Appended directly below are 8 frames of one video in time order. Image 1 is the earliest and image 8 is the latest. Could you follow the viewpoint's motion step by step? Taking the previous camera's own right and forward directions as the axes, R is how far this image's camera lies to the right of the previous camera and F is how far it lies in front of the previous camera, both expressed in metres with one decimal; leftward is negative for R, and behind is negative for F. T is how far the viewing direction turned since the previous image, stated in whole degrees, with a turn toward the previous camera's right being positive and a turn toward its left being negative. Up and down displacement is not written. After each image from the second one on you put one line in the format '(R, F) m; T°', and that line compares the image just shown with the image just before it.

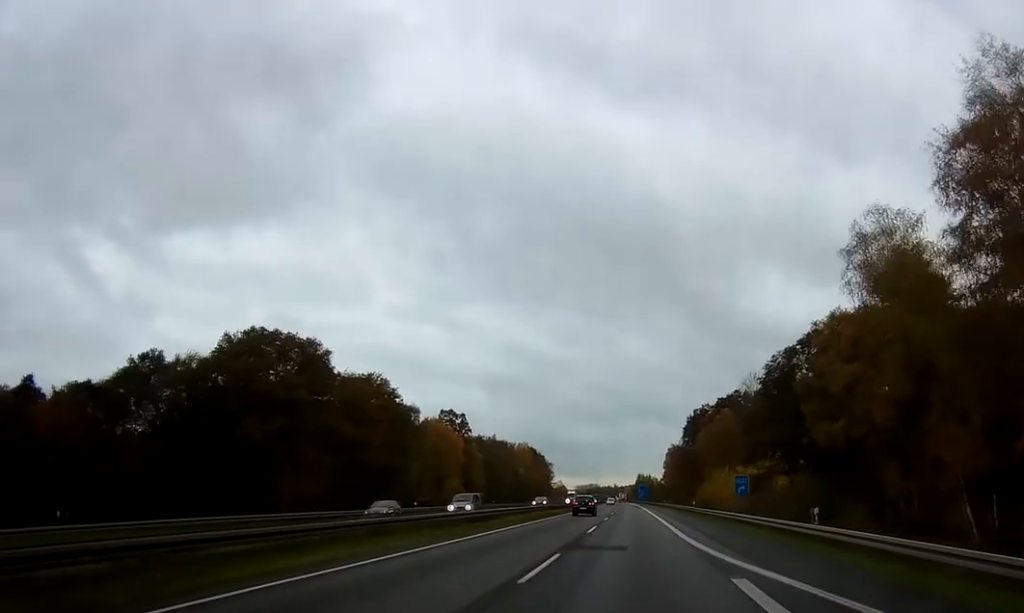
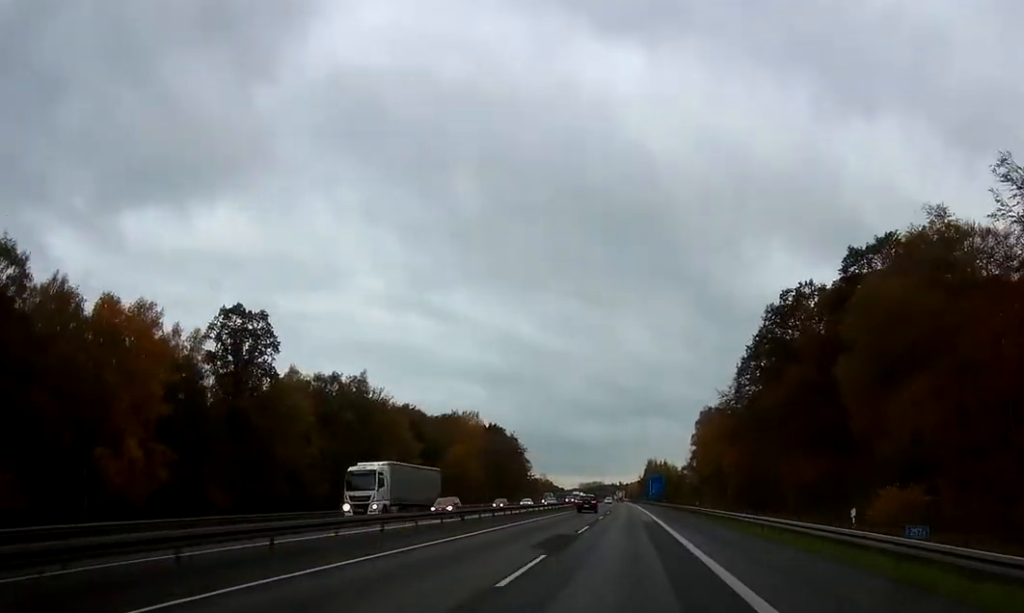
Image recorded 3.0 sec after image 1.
(-0.4, +109.3) m; 0°
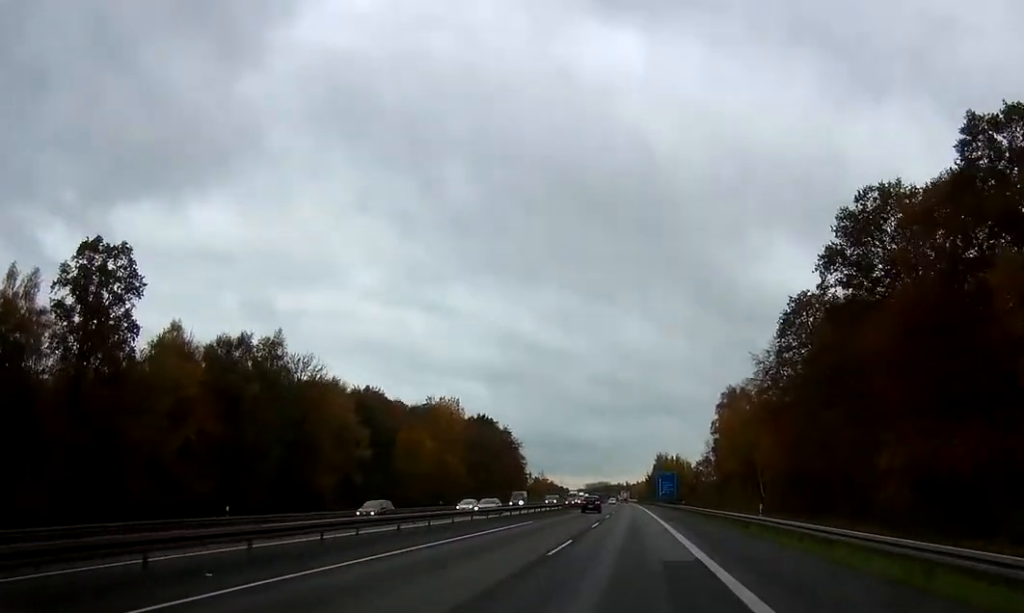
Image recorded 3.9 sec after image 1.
(-0.1, +29.3) m; 0°
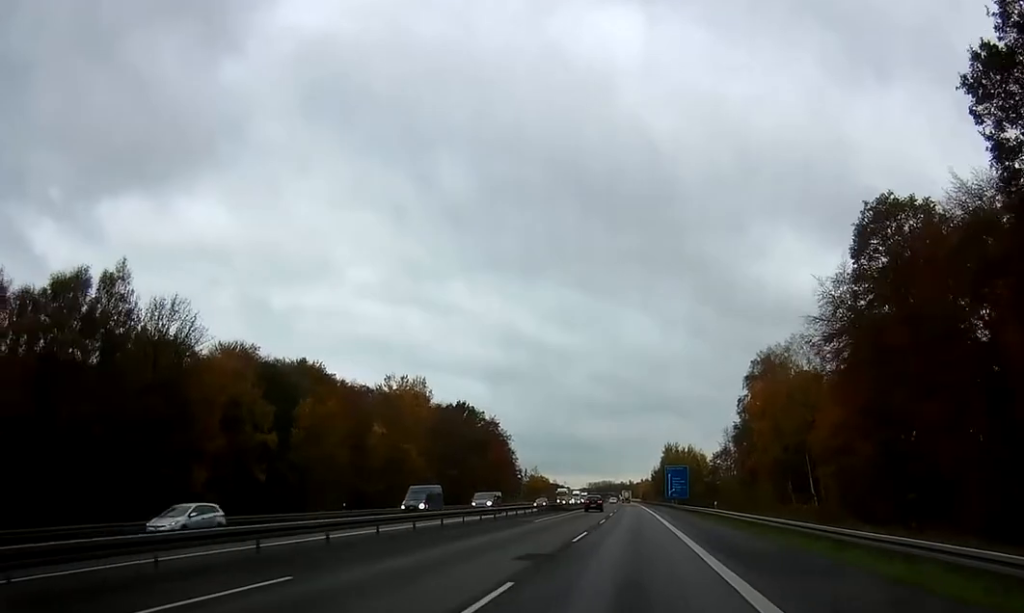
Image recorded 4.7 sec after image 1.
(-0.2, +30.5) m; -1°
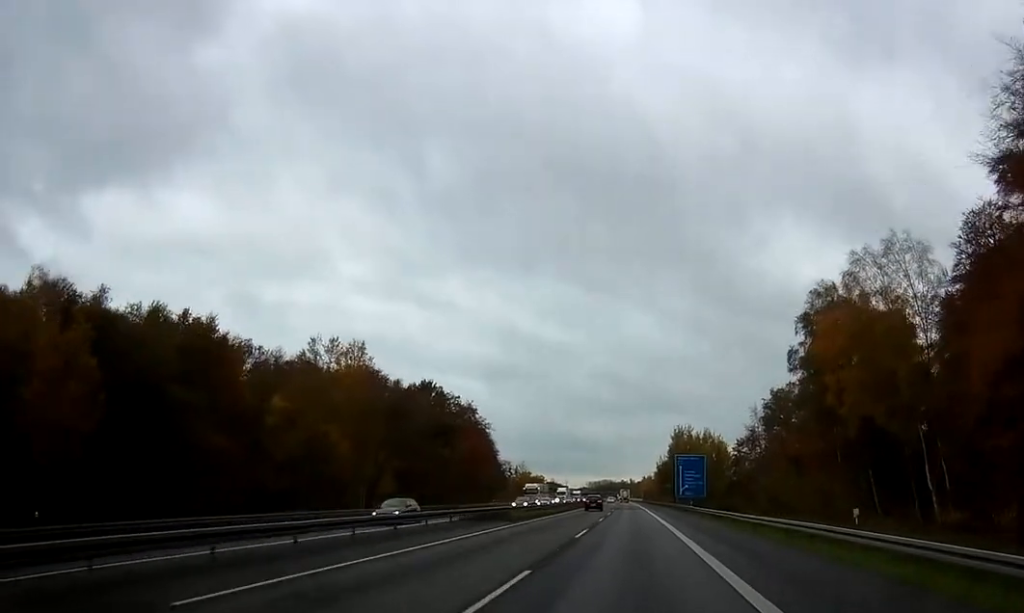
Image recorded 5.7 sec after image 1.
(-0.2, +34.0) m; 0°
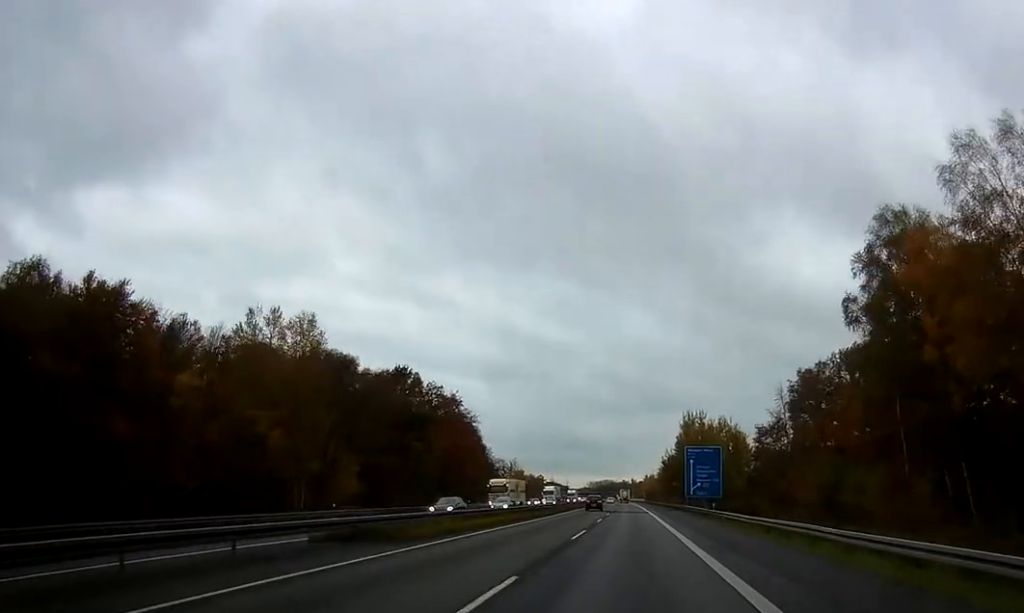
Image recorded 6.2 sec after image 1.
(0.0, +19.0) m; 0°
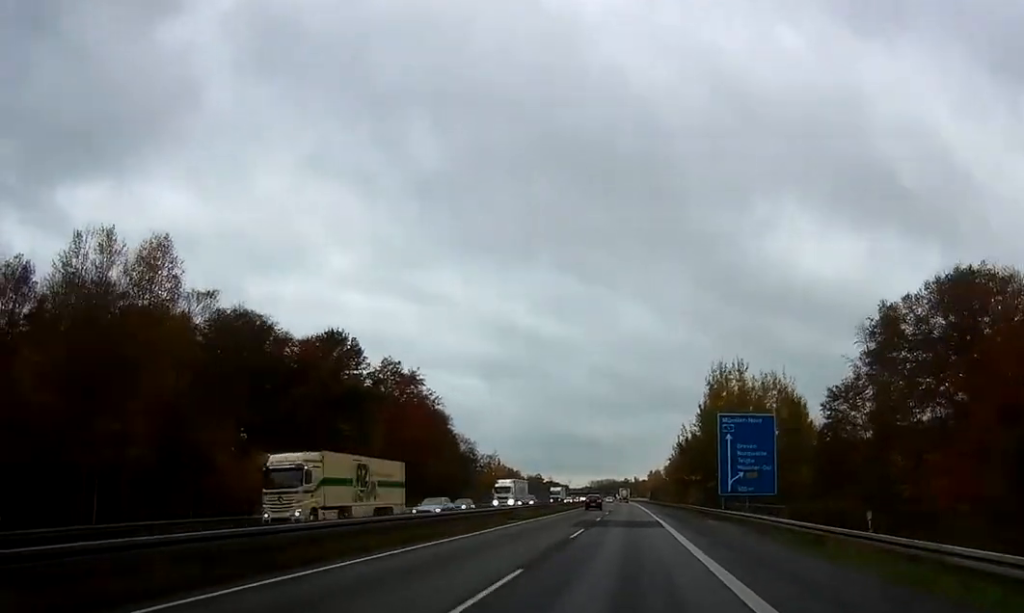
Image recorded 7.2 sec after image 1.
(+0.2, +34.5) m; 0°
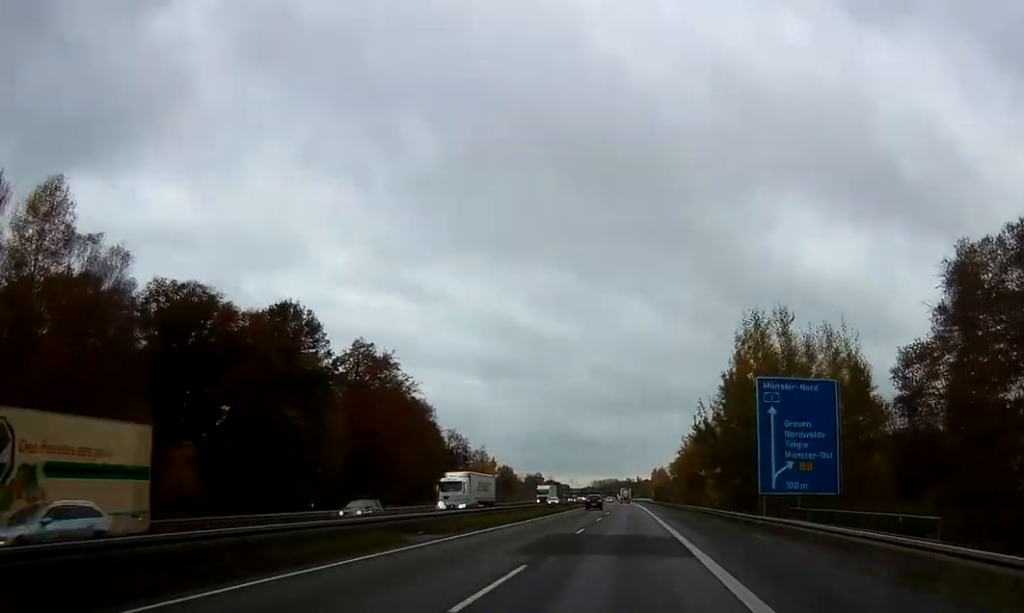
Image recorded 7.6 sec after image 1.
(0.0, +17.2) m; 0°
